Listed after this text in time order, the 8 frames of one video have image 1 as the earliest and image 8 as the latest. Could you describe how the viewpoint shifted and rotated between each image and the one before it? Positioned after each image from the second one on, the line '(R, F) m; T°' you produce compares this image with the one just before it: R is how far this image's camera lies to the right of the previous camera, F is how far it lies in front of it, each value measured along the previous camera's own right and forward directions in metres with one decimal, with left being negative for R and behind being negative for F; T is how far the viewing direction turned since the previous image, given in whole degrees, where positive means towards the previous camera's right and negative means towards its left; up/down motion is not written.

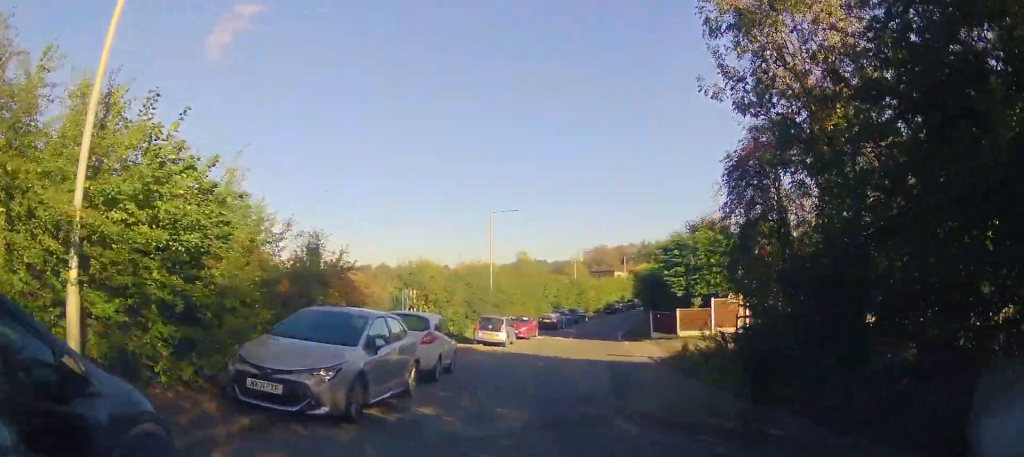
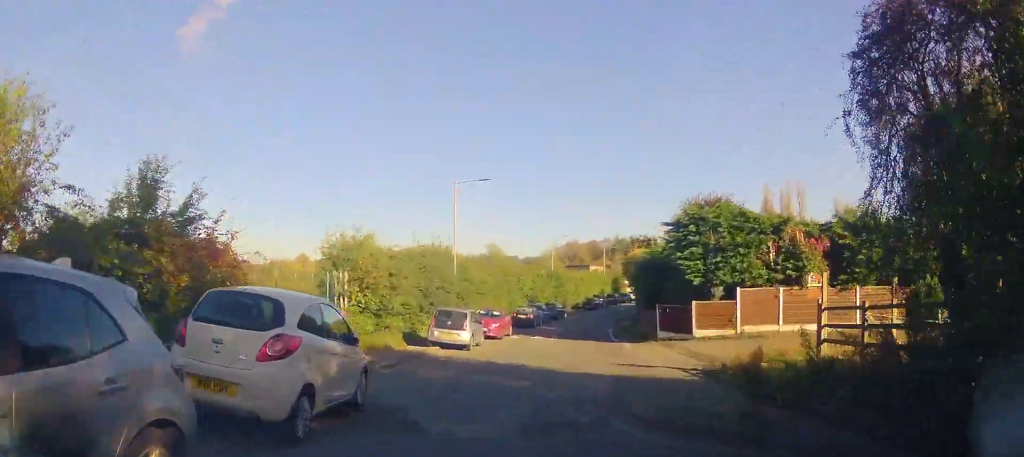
(+0.2, +6.8) m; +4°
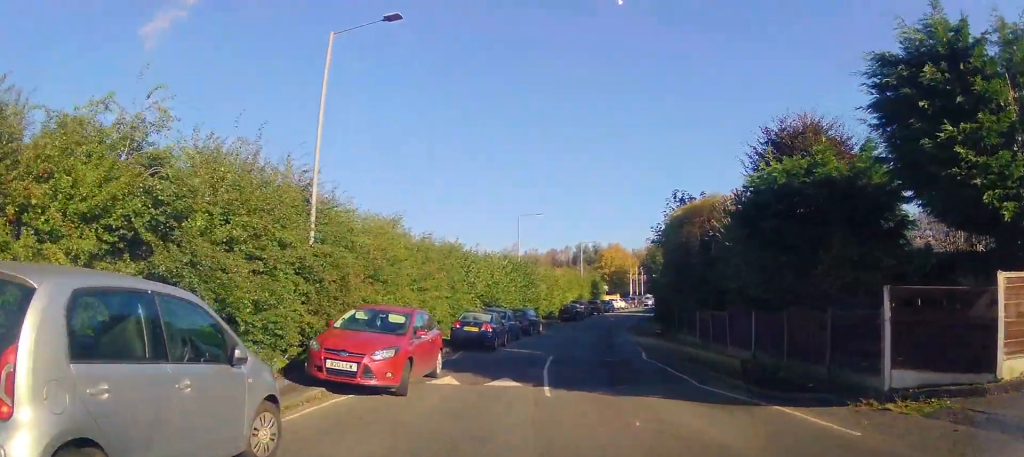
(+1.5, +18.2) m; +6°
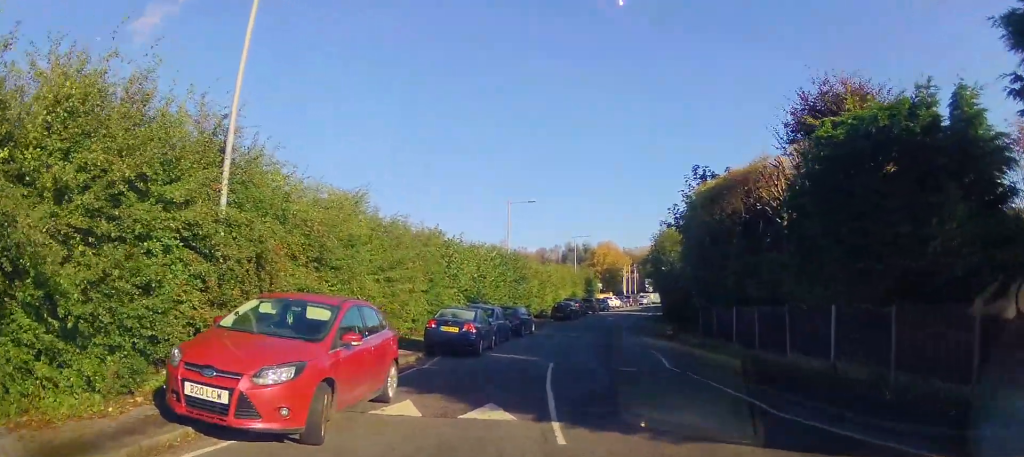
(+0.1, +4.5) m; -1°
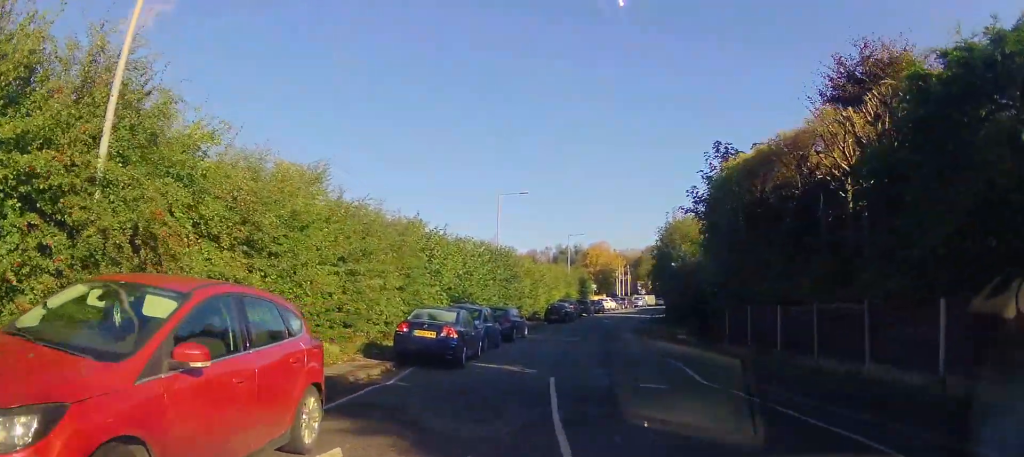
(-0.2, +3.5) m; 0°
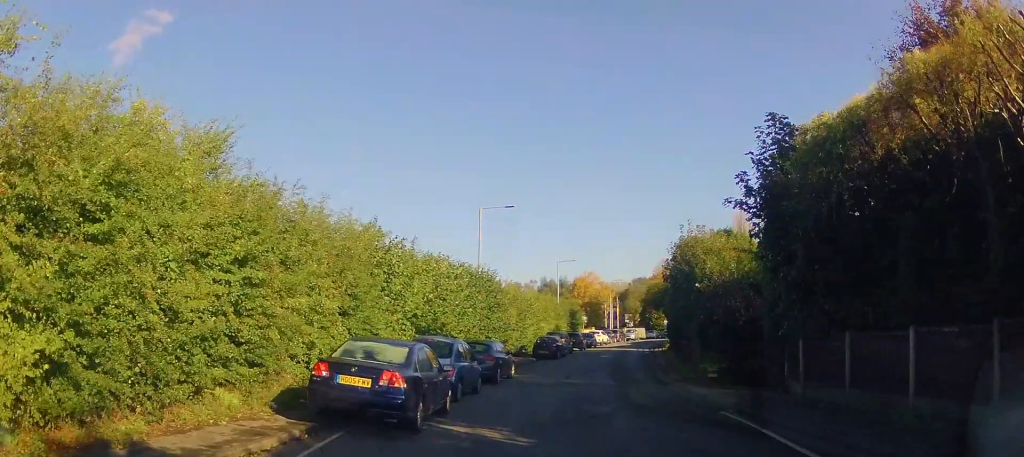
(+0.1, +5.6) m; +3°
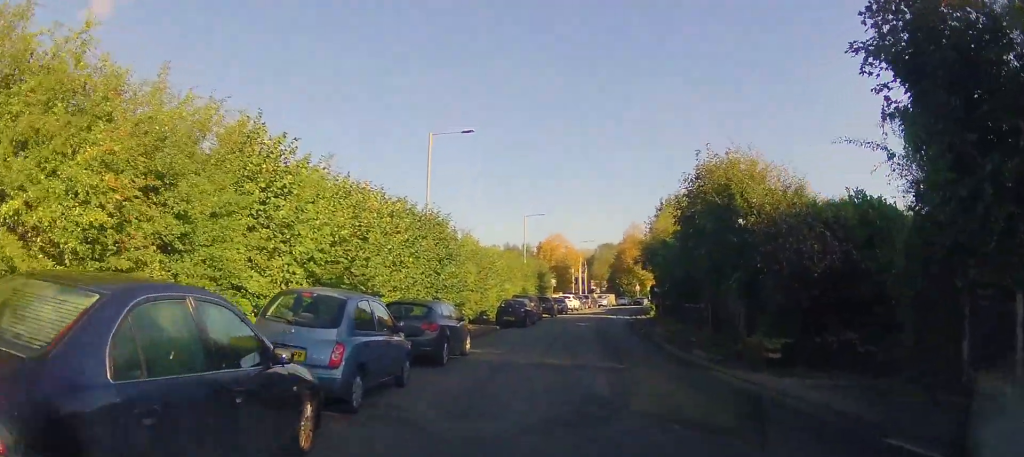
(+0.2, +6.5) m; +6°
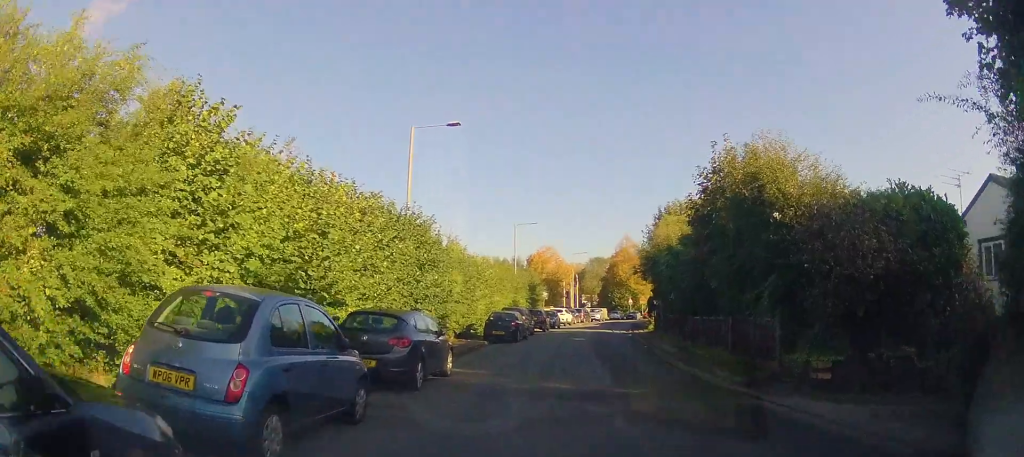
(+0.1, +2.3) m; +1°
